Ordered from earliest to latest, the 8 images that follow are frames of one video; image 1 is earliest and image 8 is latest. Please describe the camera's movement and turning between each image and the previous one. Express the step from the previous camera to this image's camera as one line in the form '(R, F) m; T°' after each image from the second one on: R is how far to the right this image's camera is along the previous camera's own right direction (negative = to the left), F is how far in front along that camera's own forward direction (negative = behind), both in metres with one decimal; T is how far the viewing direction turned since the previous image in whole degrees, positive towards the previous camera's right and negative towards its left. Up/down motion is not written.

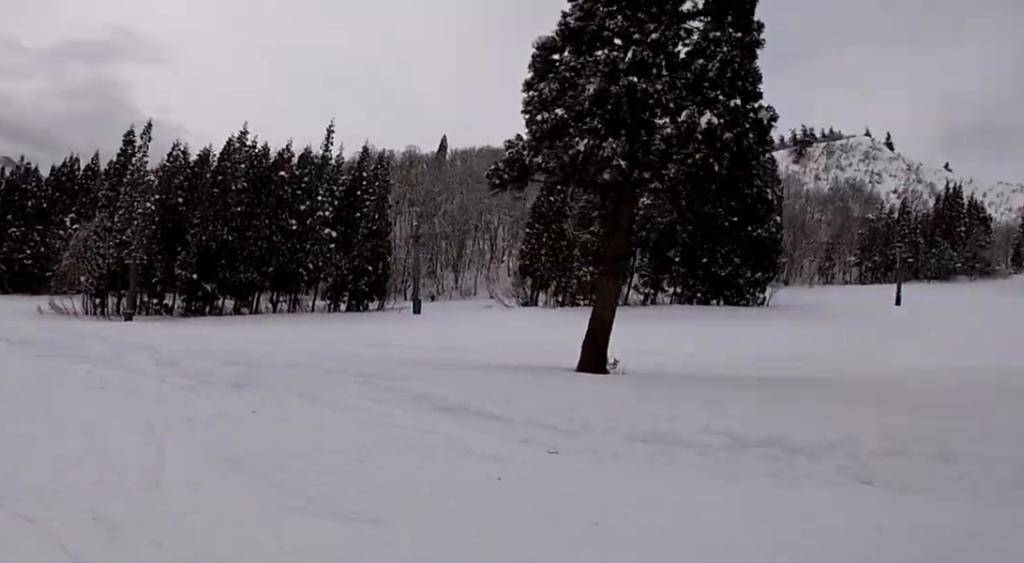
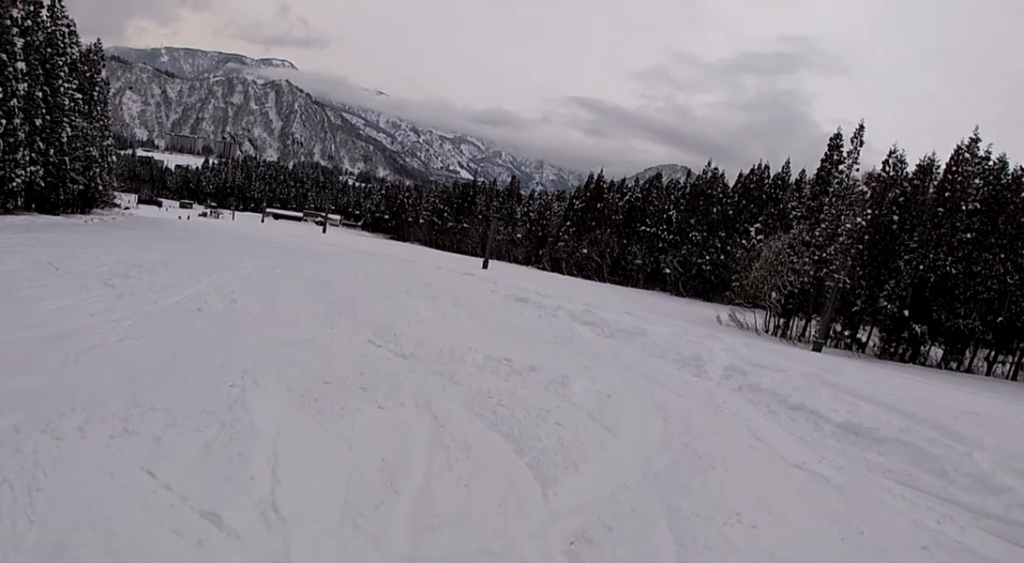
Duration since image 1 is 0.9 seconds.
(-0.7, +8.4) m; -17°
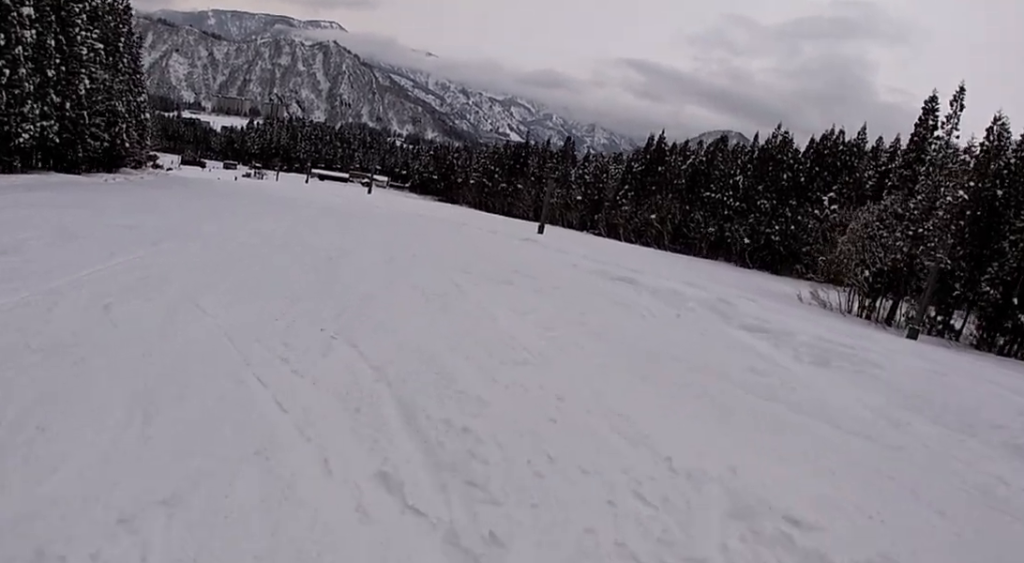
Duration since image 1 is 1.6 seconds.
(-0.6, +6.2) m; -17°
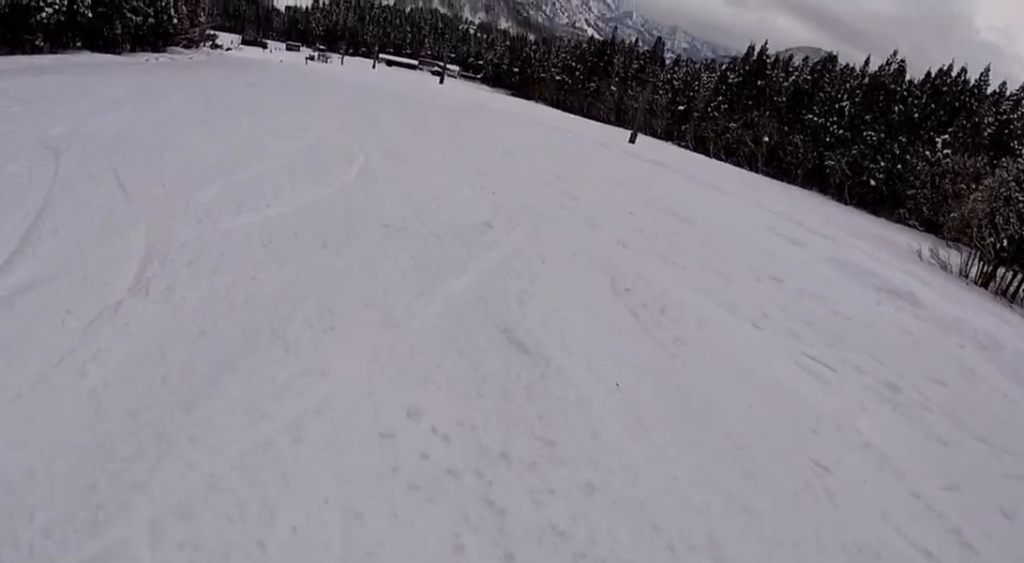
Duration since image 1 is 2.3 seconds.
(-1.4, +7.1) m; -16°
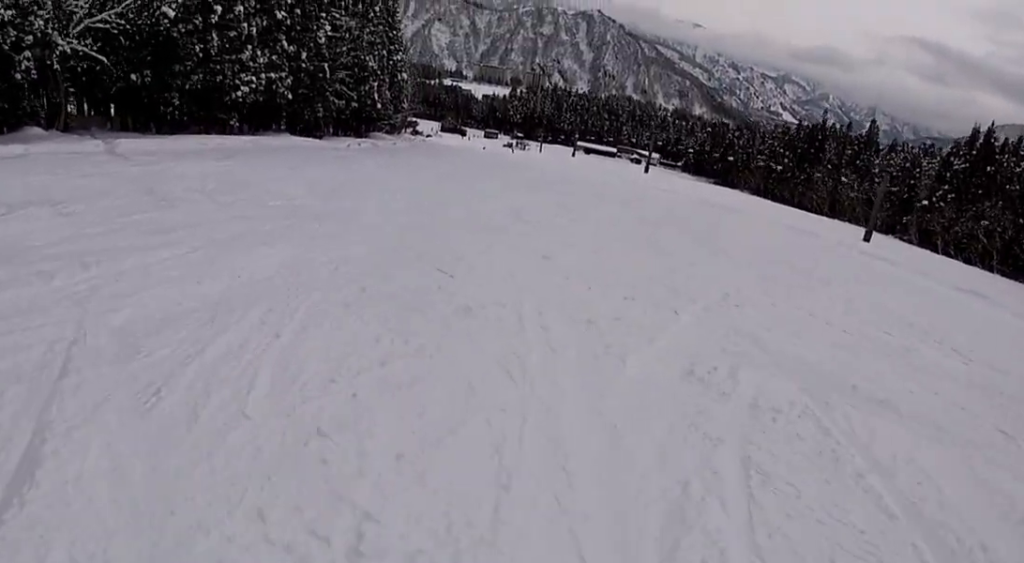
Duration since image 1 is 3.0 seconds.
(-0.9, +6.6) m; -4°
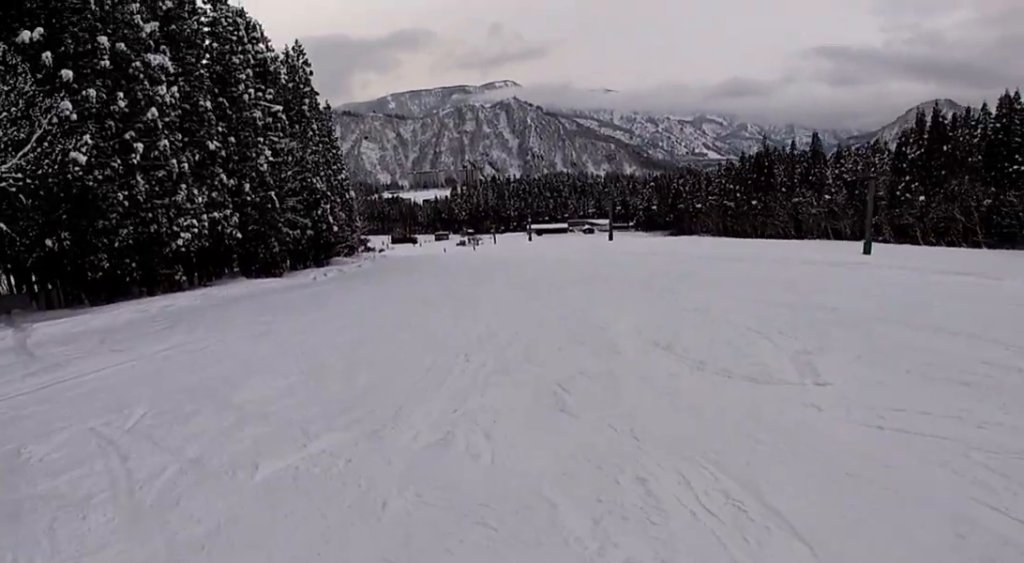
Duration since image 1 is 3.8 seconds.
(-0.4, +7.8) m; +5°
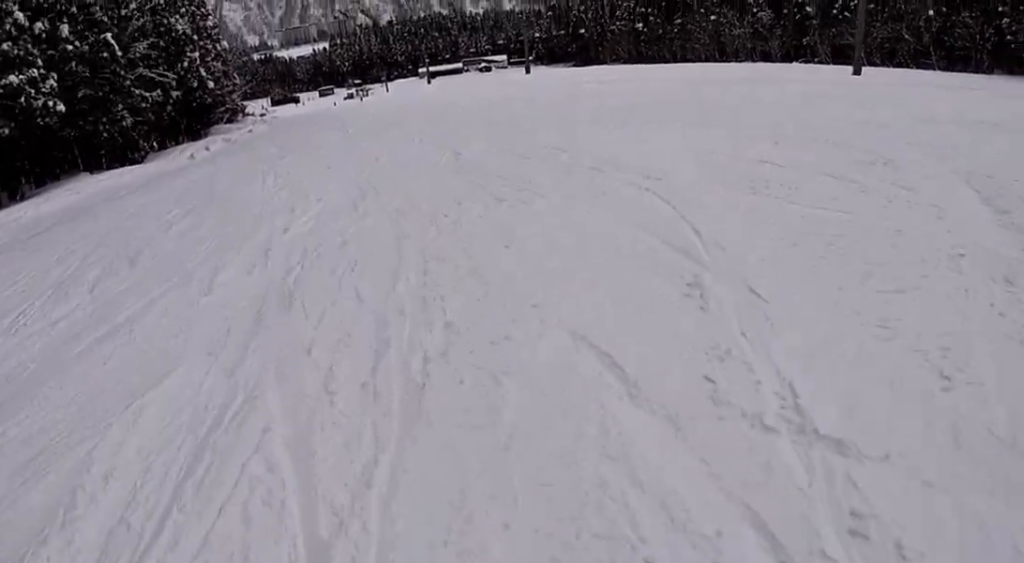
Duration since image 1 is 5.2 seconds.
(+2.9, +13.5) m; +25°
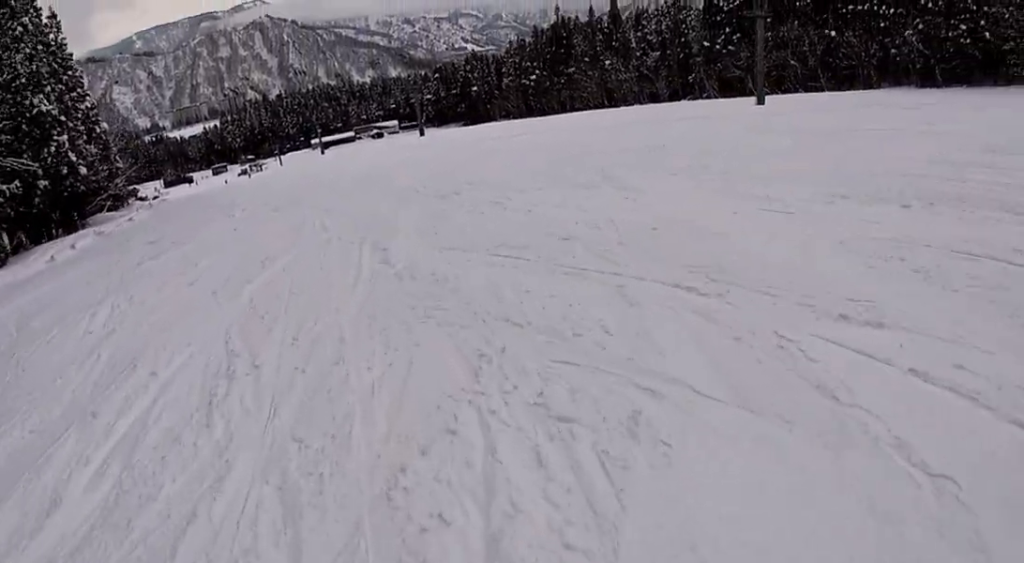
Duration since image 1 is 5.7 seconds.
(+0.1, +4.6) m; +8°
